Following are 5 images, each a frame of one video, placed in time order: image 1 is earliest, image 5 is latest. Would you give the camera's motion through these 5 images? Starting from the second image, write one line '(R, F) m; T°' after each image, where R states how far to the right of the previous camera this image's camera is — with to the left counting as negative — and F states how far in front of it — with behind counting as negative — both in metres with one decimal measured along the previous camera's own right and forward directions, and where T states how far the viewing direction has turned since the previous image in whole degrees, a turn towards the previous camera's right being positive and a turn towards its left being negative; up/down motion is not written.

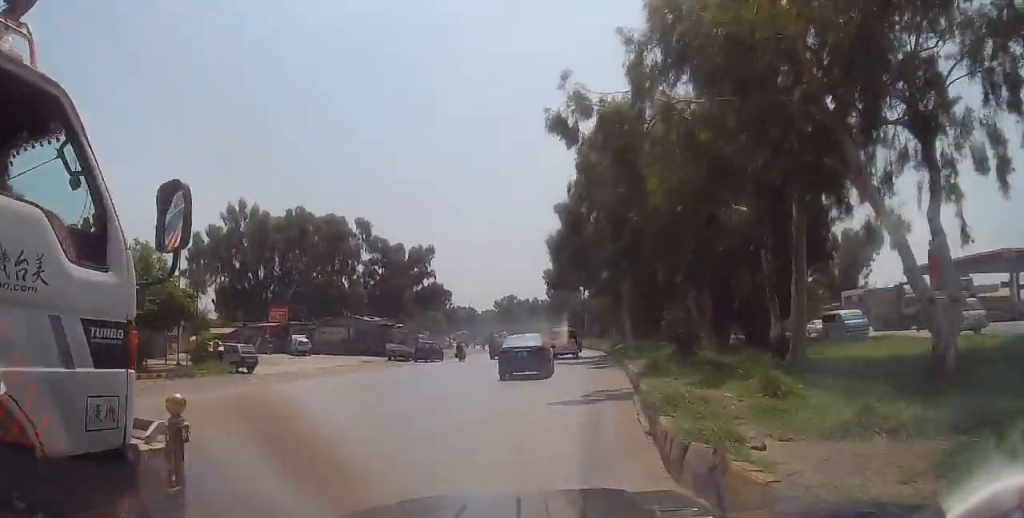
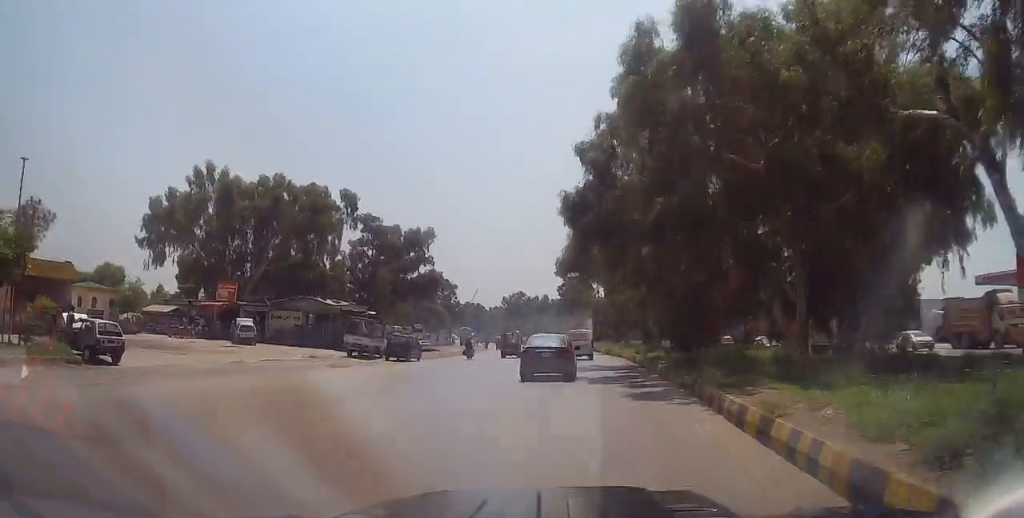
(-0.2, +11.9) m; -1°
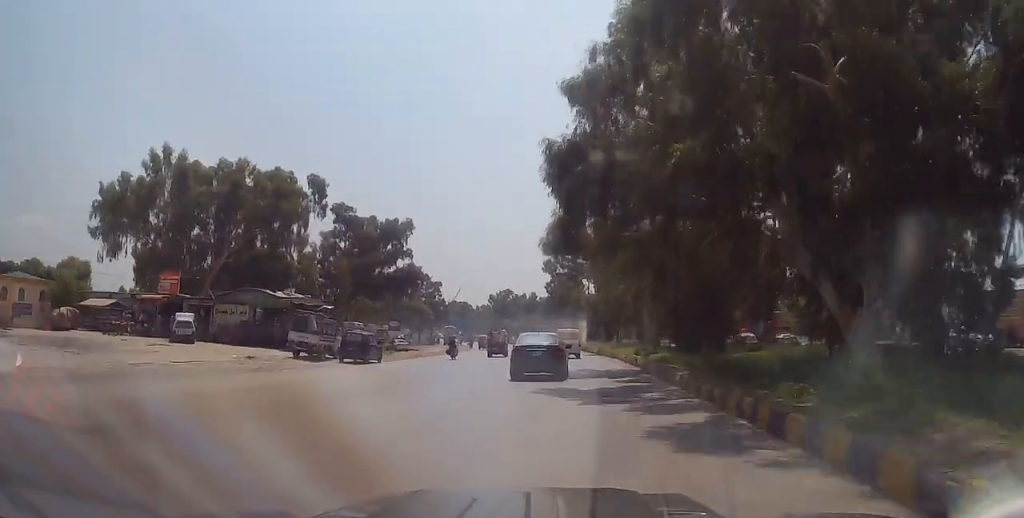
(+0.1, +6.2) m; 0°
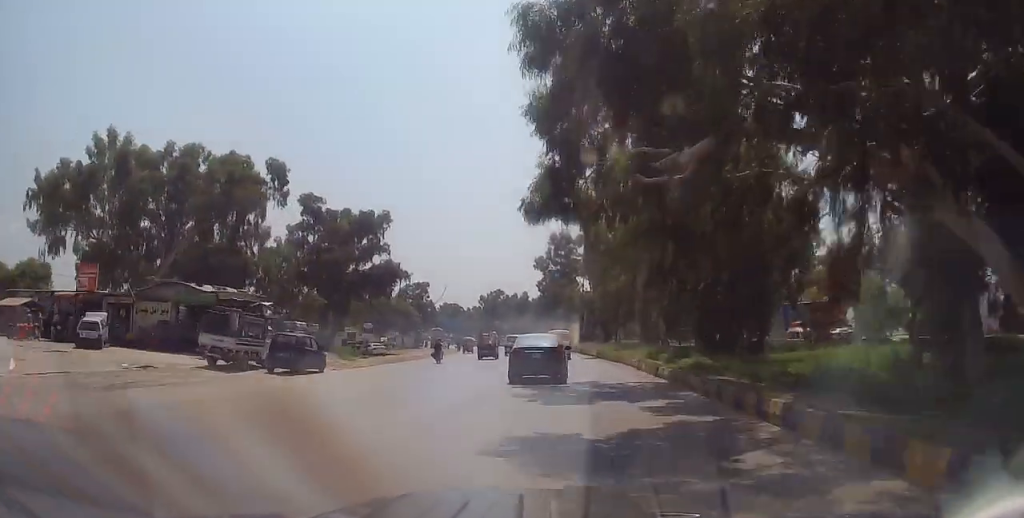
(-0.1, +7.9) m; 0°
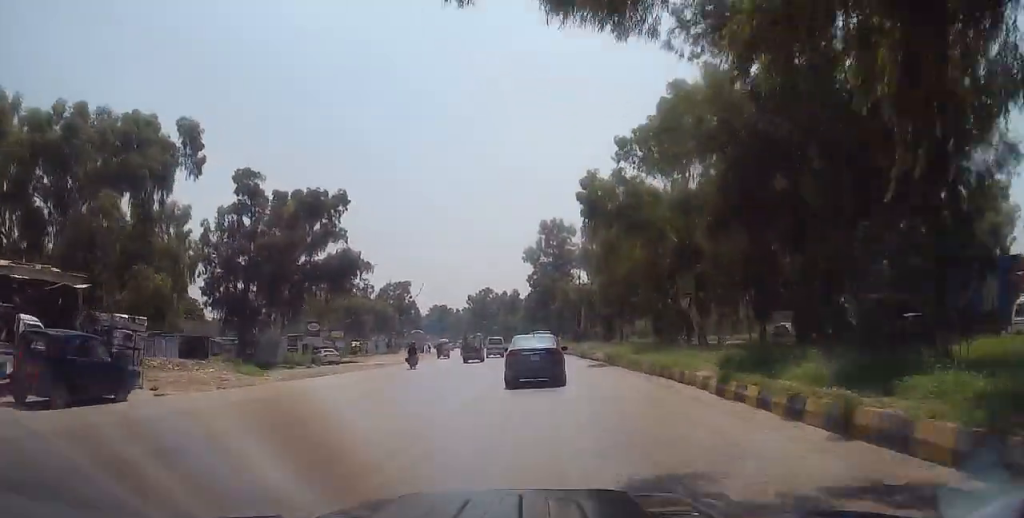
(0.0, +13.6) m; +1°
